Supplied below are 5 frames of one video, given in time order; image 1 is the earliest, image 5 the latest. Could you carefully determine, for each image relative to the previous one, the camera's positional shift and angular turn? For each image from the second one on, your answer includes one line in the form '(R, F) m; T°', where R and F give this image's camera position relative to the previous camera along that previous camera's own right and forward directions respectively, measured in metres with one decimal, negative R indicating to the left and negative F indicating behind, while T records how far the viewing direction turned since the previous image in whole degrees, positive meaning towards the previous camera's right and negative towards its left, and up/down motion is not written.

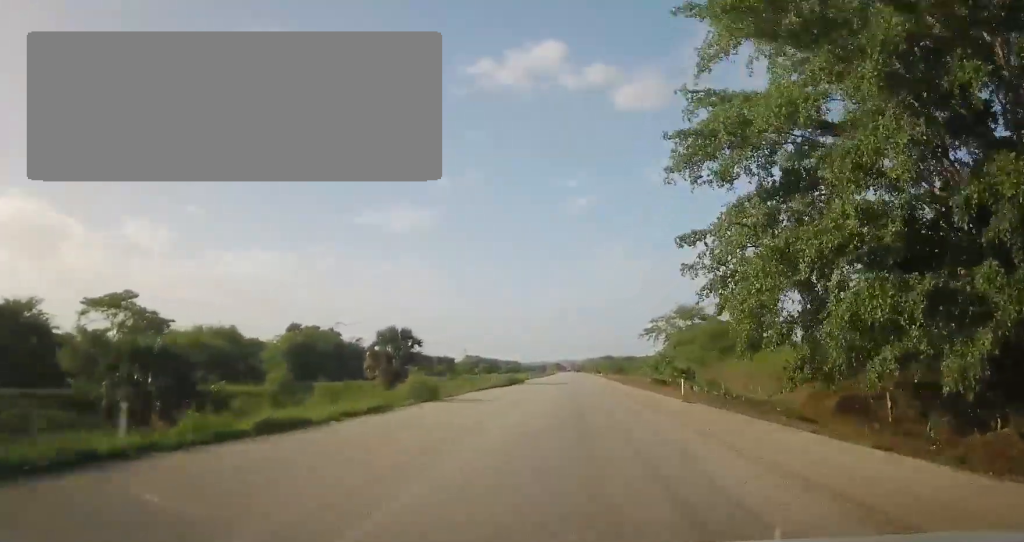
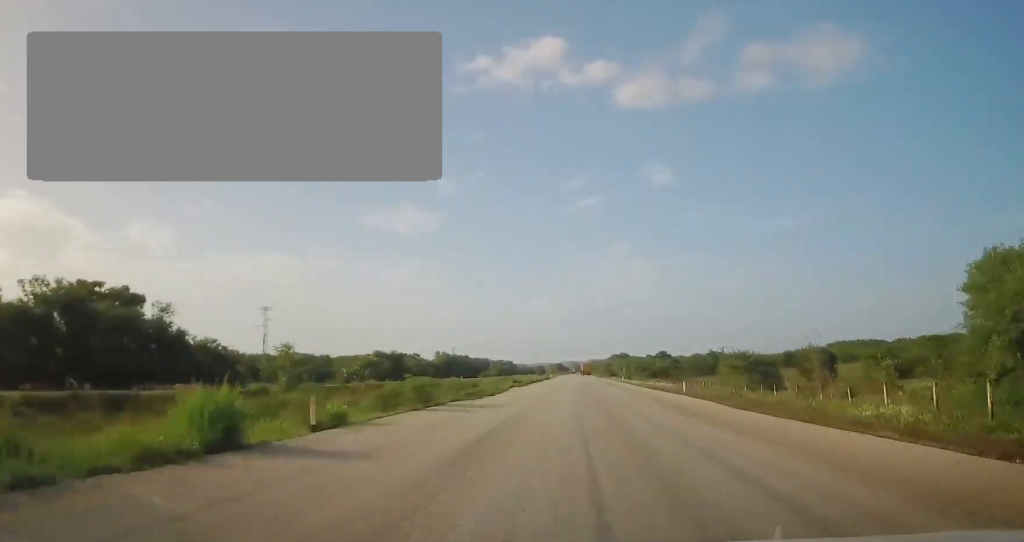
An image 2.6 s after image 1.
(-1.2, +75.2) m; -1°
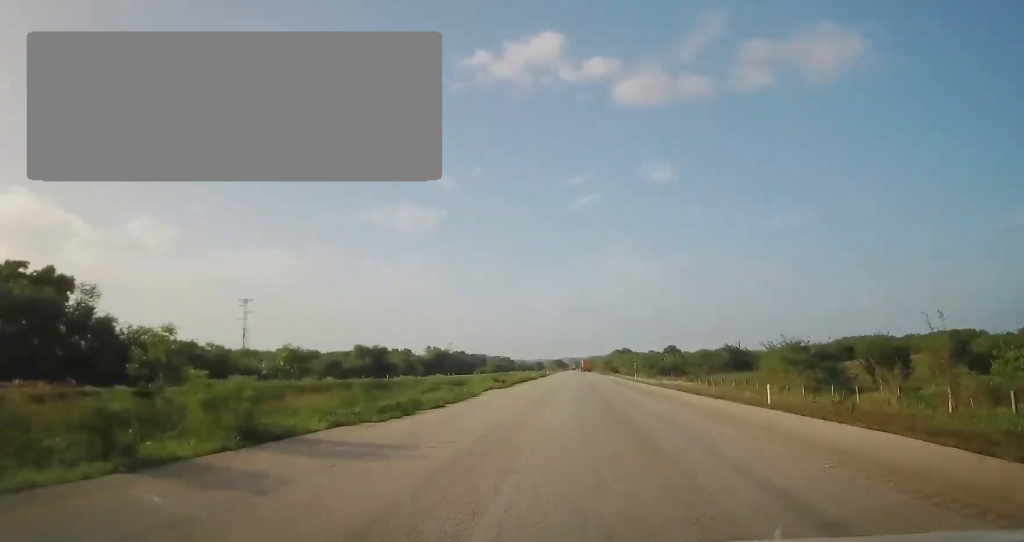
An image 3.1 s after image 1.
(+0.1, +14.1) m; 0°
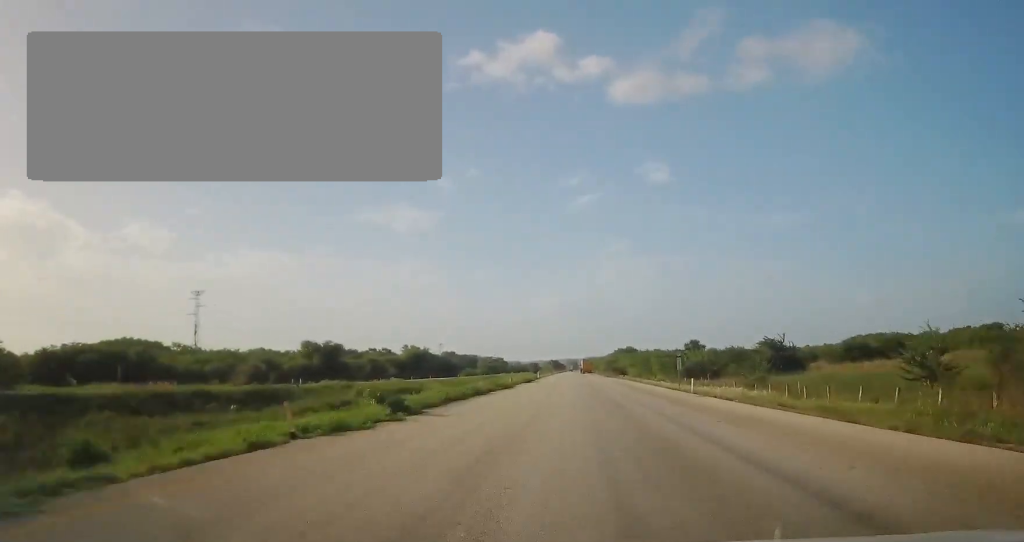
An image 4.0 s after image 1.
(-0.1, +27.7) m; 0°
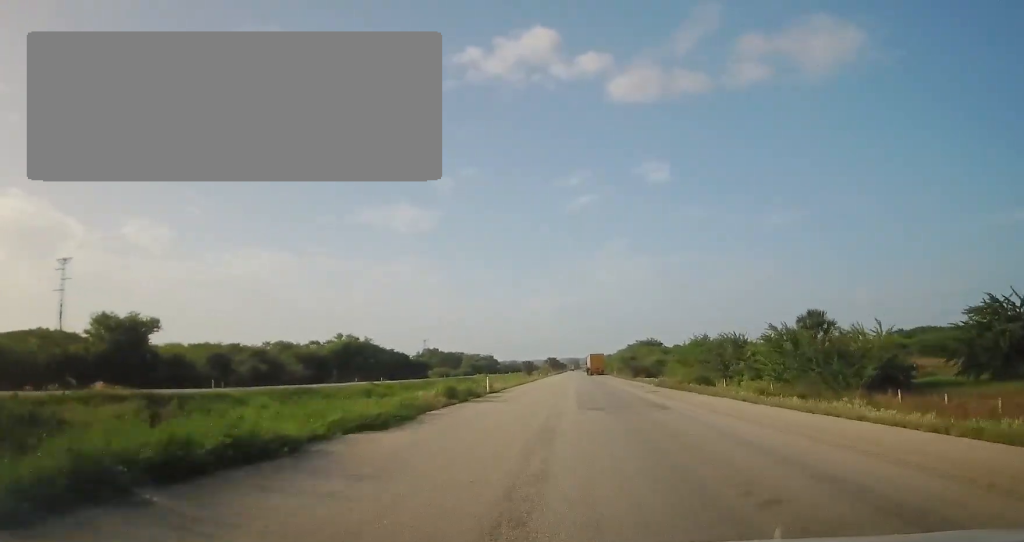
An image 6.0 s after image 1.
(+0.1, +56.8) m; 0°
